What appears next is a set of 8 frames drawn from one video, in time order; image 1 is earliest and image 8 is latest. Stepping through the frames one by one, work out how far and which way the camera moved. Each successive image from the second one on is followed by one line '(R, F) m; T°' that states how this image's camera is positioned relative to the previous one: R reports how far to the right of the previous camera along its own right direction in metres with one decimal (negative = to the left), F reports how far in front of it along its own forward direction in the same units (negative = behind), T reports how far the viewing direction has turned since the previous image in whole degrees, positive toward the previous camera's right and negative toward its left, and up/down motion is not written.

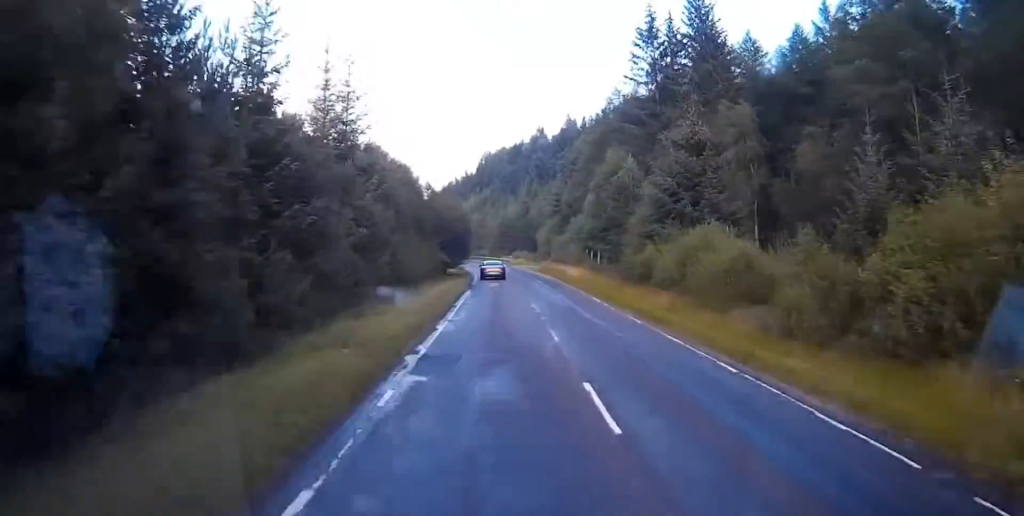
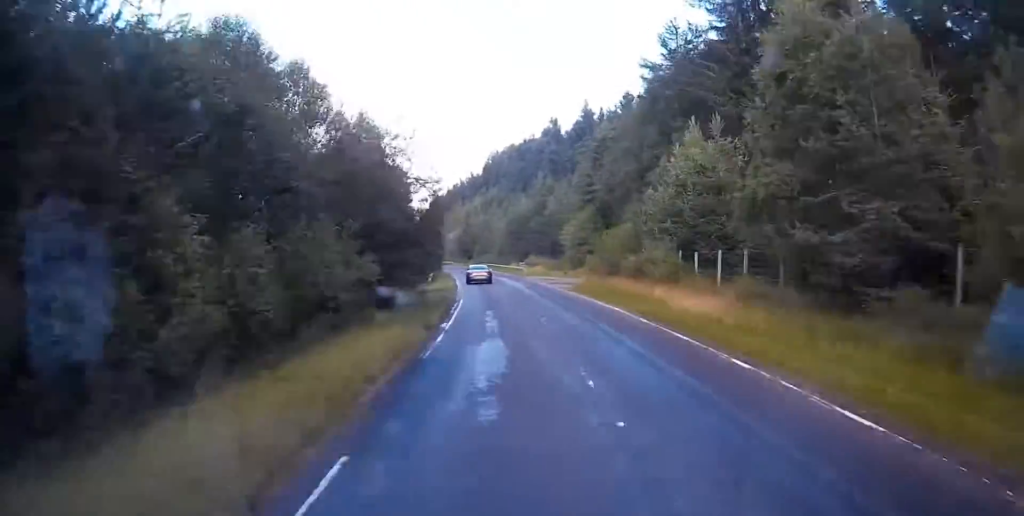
(-0.2, +32.3) m; -1°
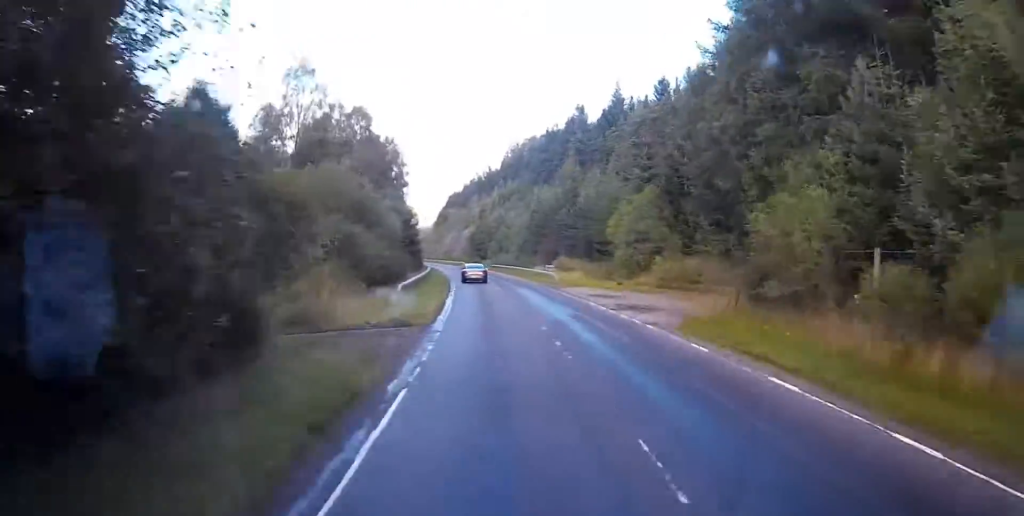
(-0.2, +23.9) m; -2°
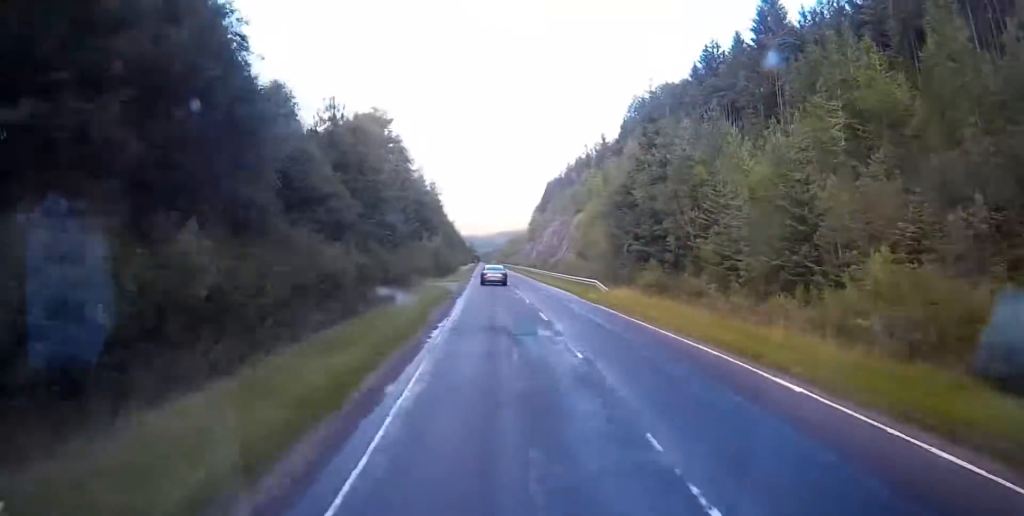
(-7.2, +103.8) m; -7°
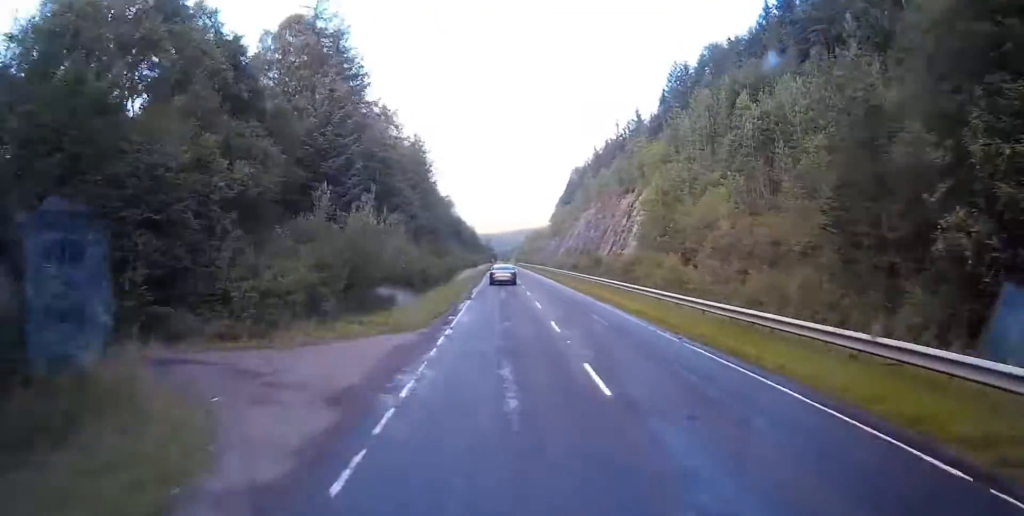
(-0.5, +38.4) m; -1°
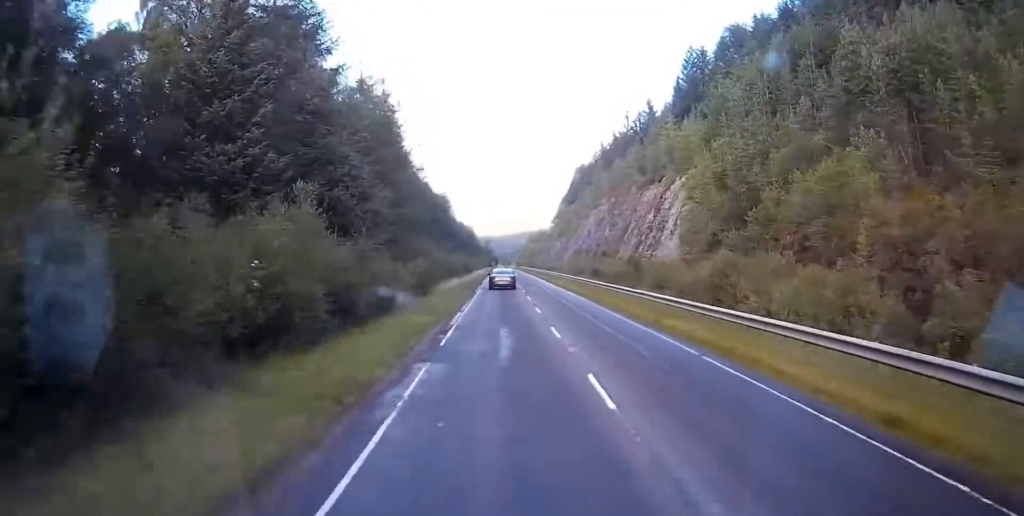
(0.0, +18.0) m; 0°
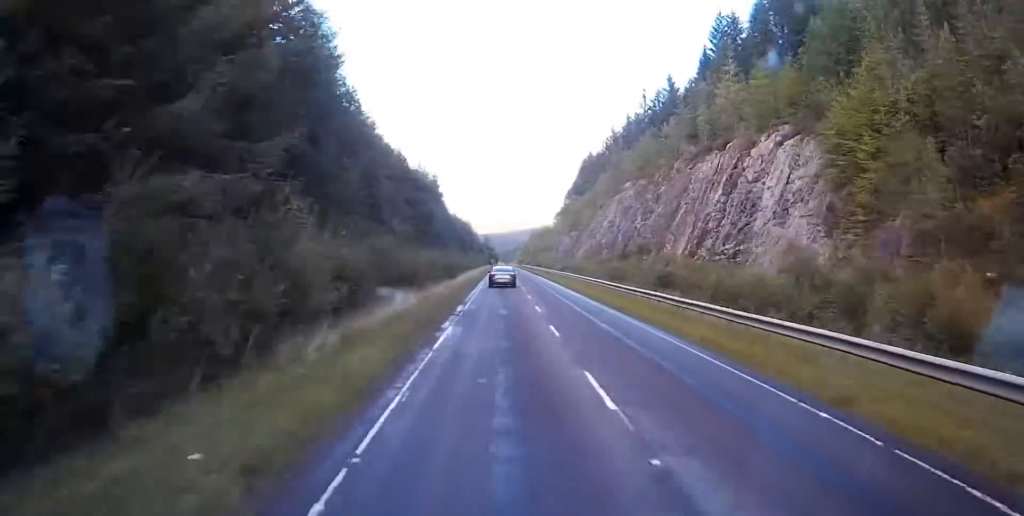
(0.0, +26.4) m; 0°
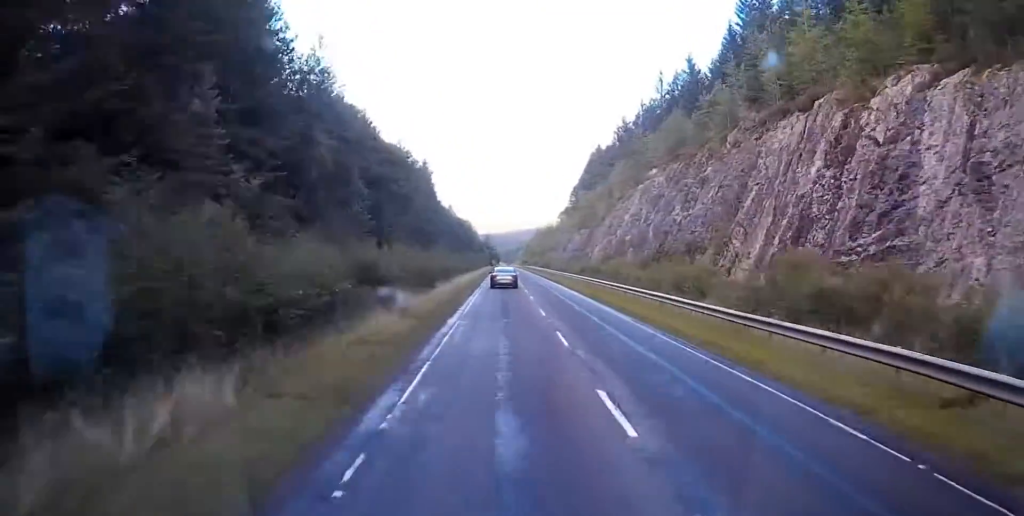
(0.0, +19.2) m; 0°
